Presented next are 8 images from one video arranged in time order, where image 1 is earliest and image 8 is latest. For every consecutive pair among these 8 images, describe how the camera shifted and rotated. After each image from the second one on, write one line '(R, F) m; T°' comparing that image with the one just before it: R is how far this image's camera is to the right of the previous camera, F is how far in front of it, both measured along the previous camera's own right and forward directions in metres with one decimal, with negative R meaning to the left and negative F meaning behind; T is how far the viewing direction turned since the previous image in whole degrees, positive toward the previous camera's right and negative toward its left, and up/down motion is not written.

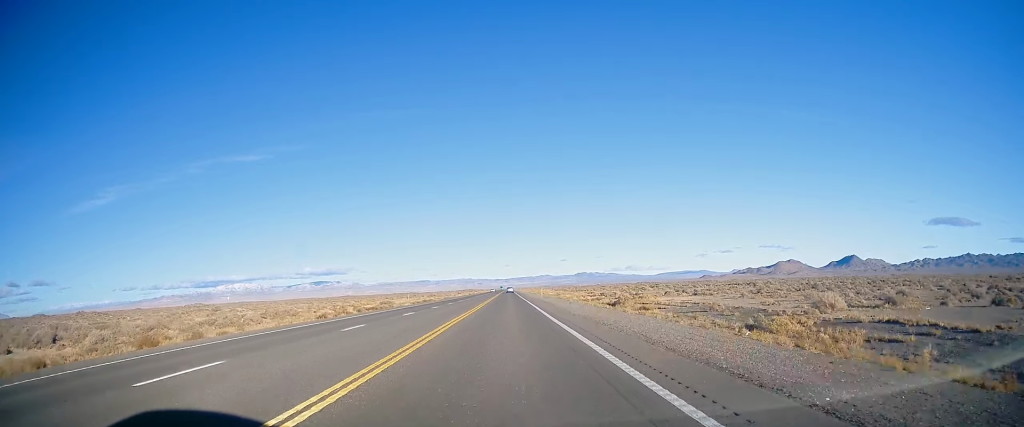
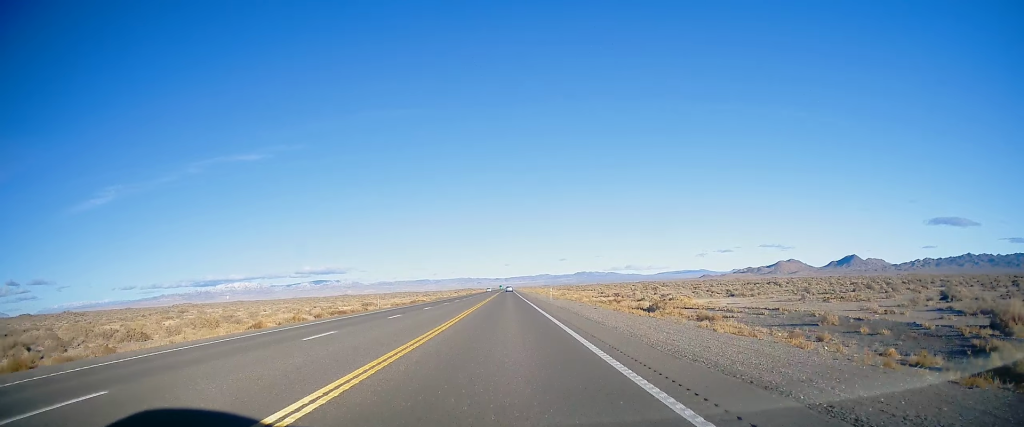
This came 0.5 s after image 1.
(0.0, +15.9) m; 0°
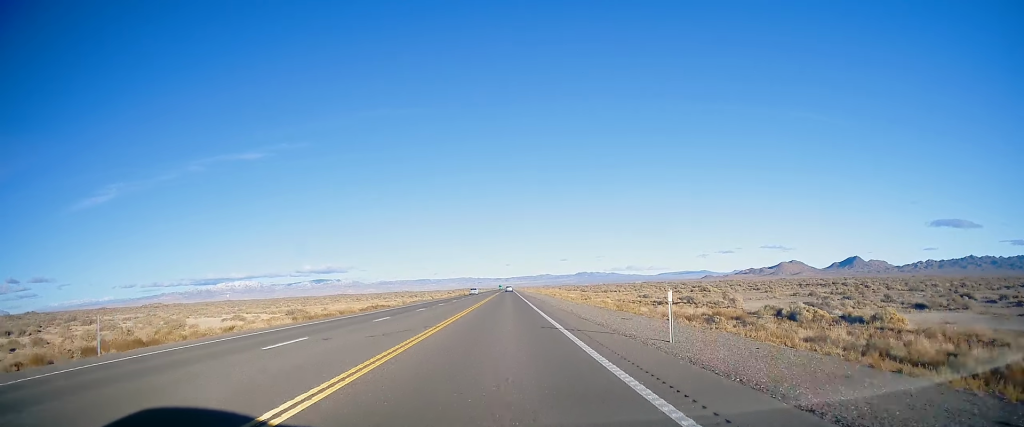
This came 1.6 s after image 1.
(-0.2, +38.8) m; 0°
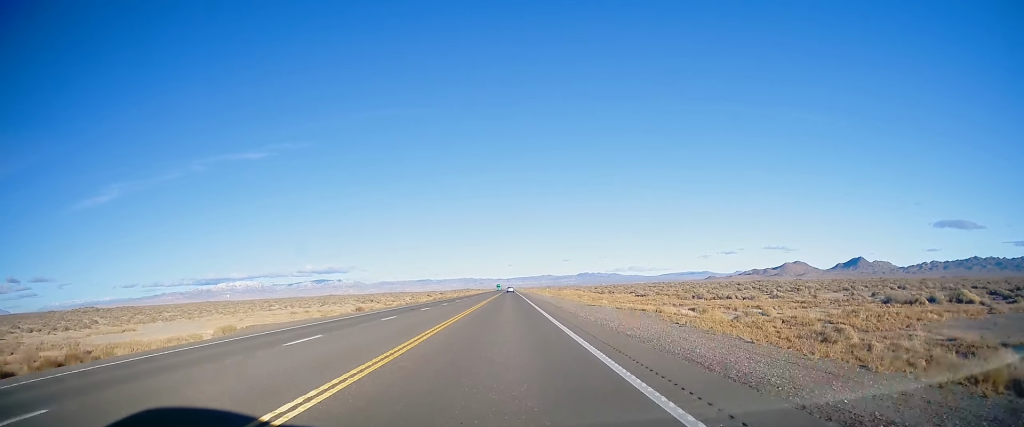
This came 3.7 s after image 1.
(+0.2, +71.4) m; 0°
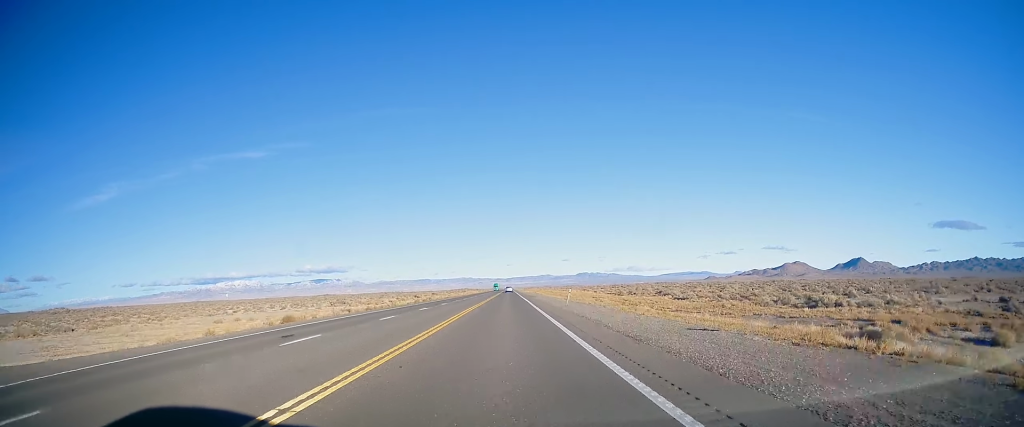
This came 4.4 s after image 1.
(+0.2, +24.4) m; 0°
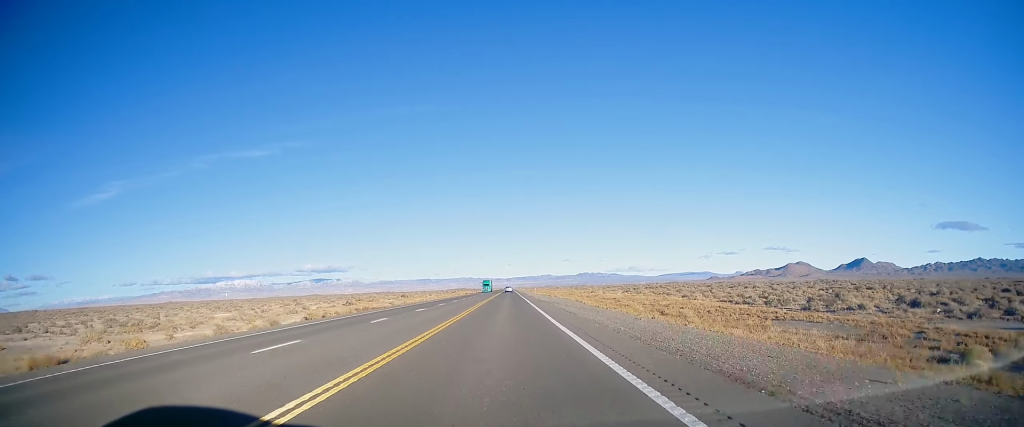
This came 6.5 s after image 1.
(+0.1, +74.6) m; 0°
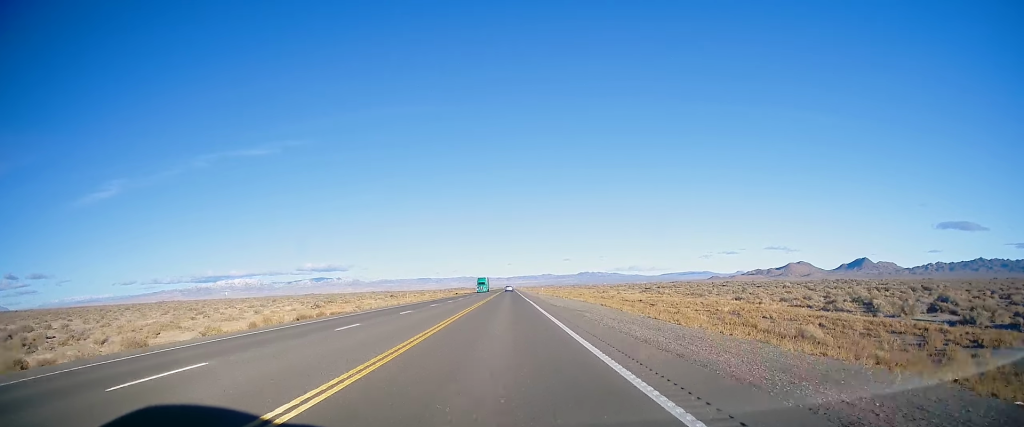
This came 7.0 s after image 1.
(+0.1, +17.6) m; 0°
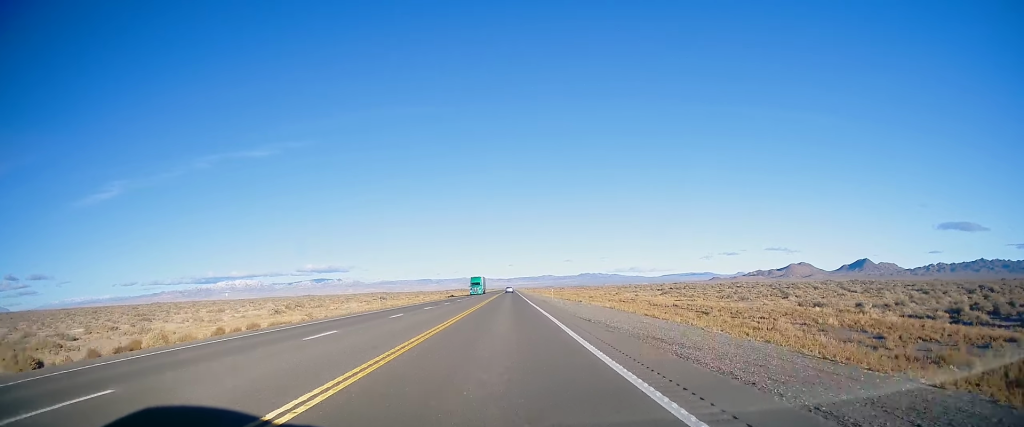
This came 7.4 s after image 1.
(-0.2, +15.4) m; -1°
